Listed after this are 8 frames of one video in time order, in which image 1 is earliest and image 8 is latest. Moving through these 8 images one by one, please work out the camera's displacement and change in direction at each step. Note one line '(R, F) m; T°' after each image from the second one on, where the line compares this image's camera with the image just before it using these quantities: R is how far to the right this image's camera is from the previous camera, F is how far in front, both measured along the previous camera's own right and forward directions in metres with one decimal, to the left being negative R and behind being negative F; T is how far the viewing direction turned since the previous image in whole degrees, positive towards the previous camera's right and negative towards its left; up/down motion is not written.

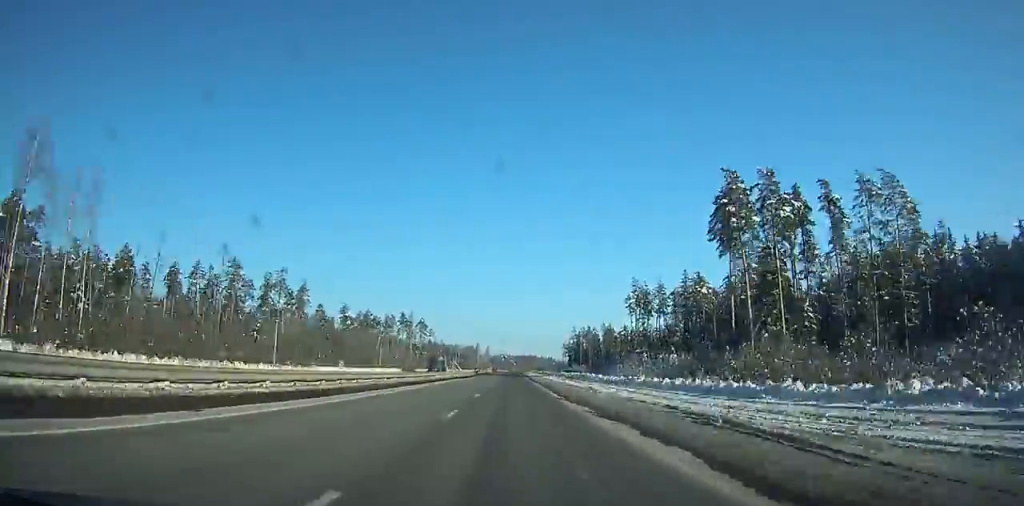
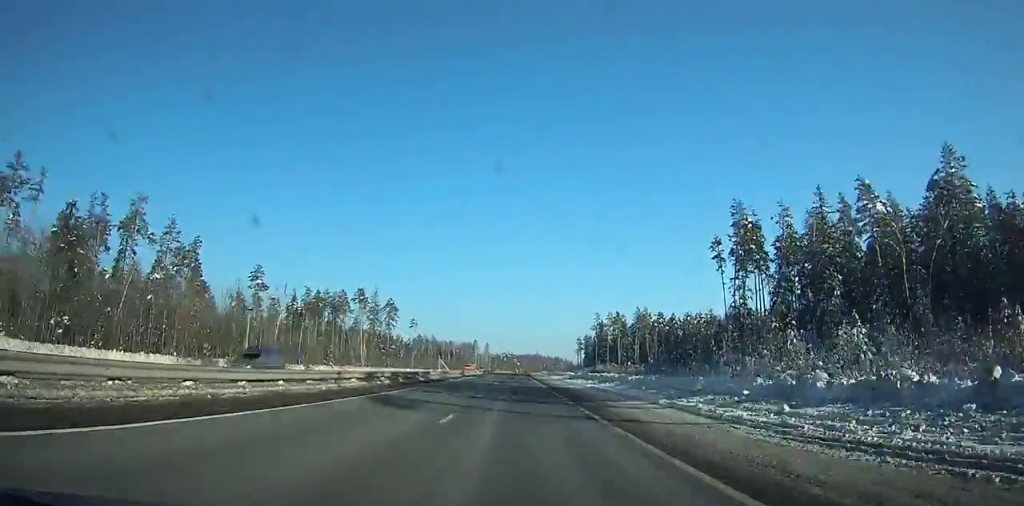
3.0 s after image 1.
(0.0, +80.5) m; 0°
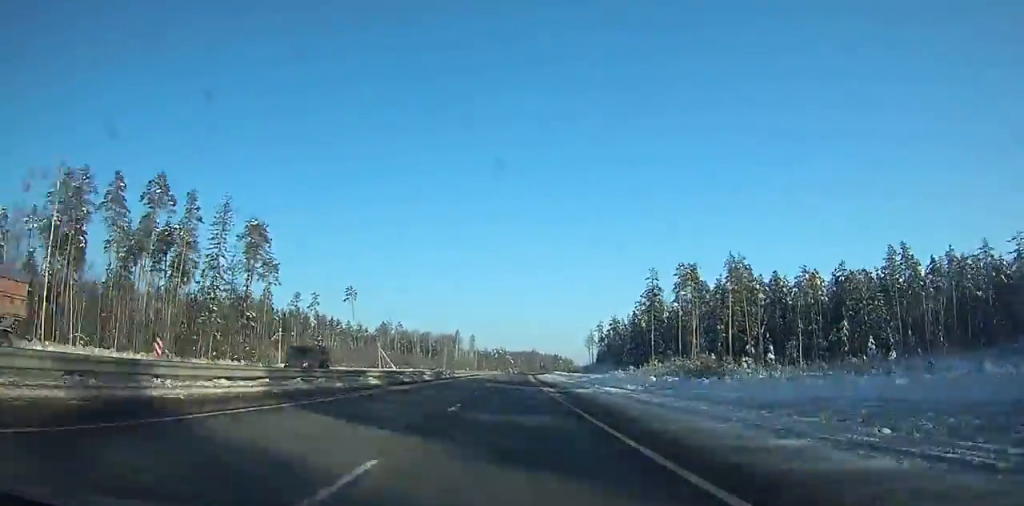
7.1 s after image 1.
(+0.9, +112.4) m; +2°
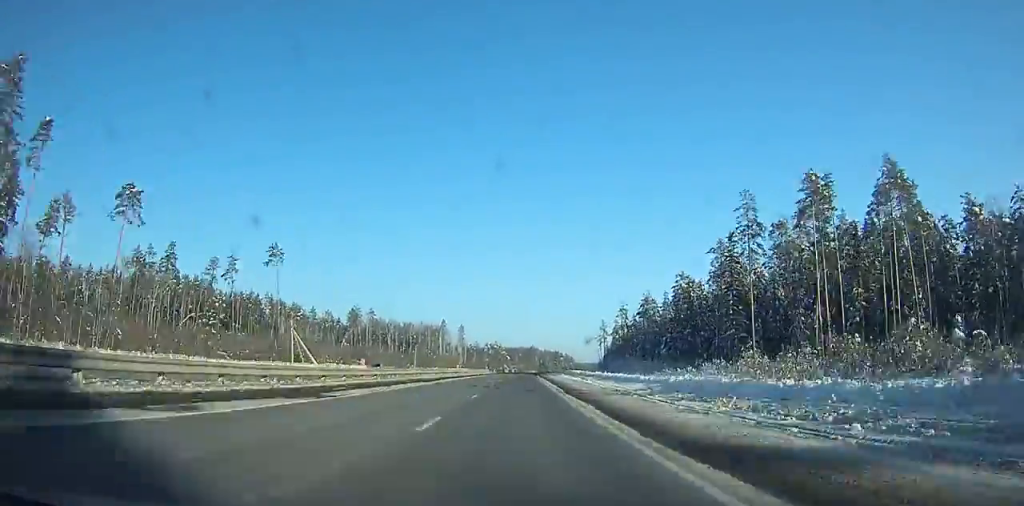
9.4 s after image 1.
(+1.8, +65.3) m; 0°
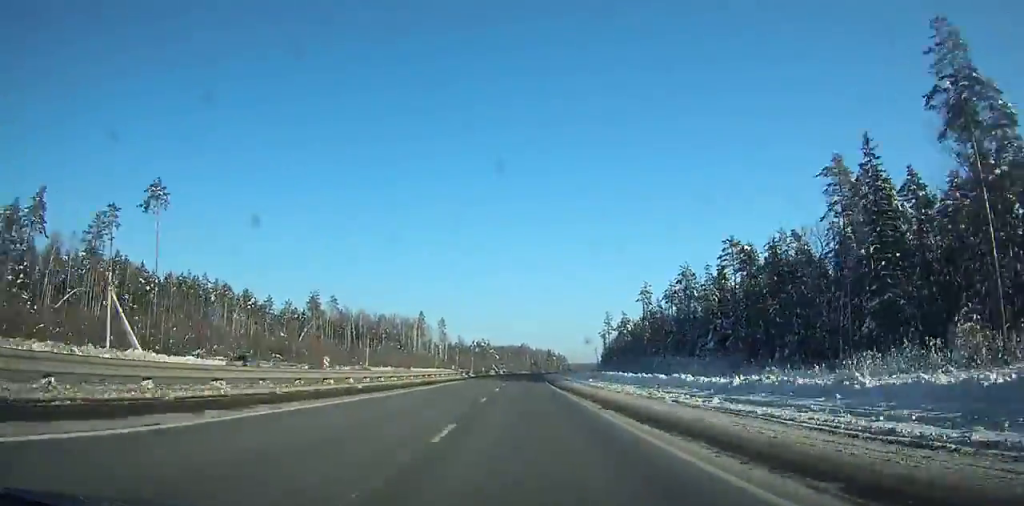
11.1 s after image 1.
(-0.7, +46.6) m; 0°
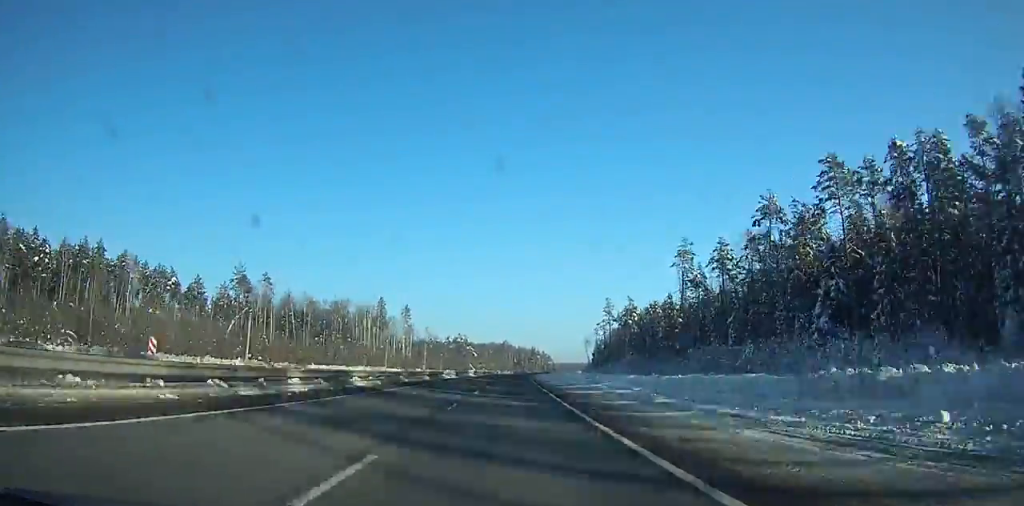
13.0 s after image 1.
(-1.6, +51.4) m; 0°
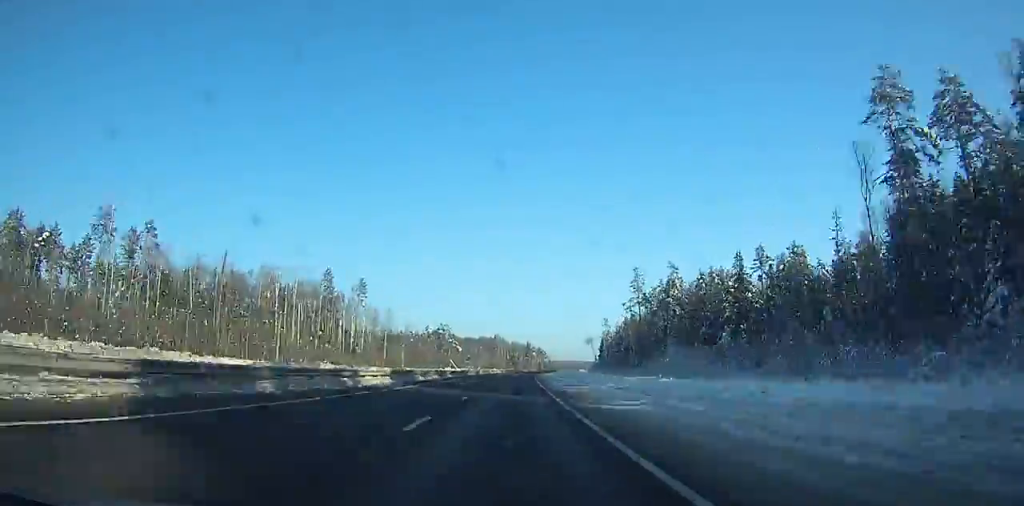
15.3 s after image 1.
(+2.3, +62.5) m; +2°
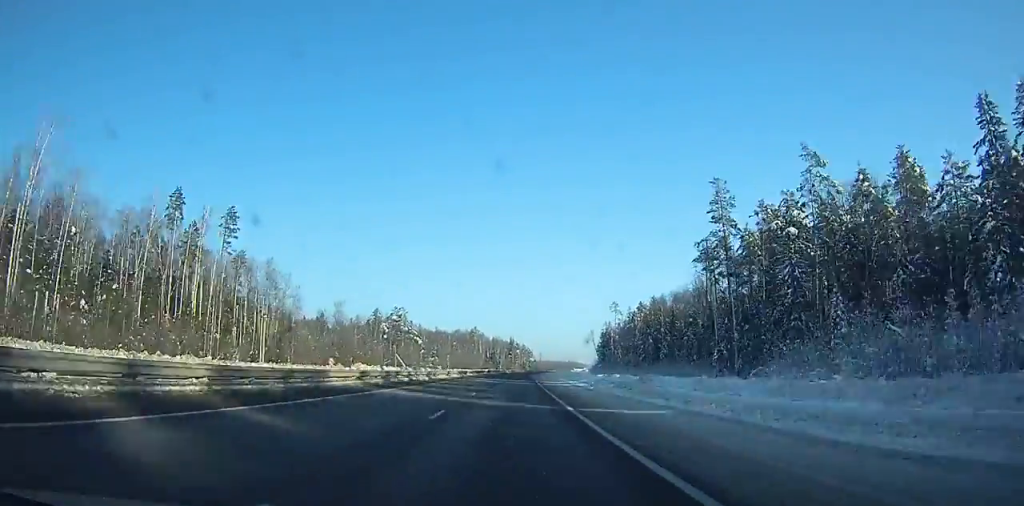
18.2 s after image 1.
(+1.4, +80.1) m; +2°
